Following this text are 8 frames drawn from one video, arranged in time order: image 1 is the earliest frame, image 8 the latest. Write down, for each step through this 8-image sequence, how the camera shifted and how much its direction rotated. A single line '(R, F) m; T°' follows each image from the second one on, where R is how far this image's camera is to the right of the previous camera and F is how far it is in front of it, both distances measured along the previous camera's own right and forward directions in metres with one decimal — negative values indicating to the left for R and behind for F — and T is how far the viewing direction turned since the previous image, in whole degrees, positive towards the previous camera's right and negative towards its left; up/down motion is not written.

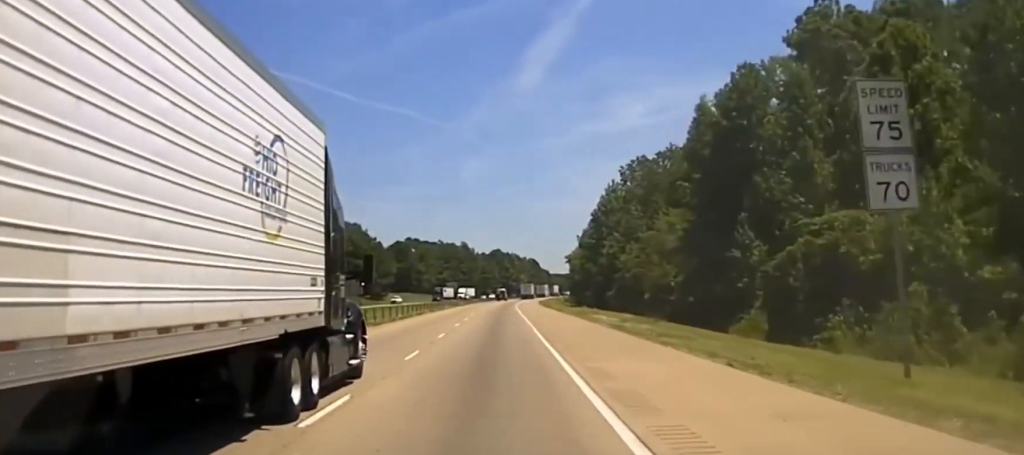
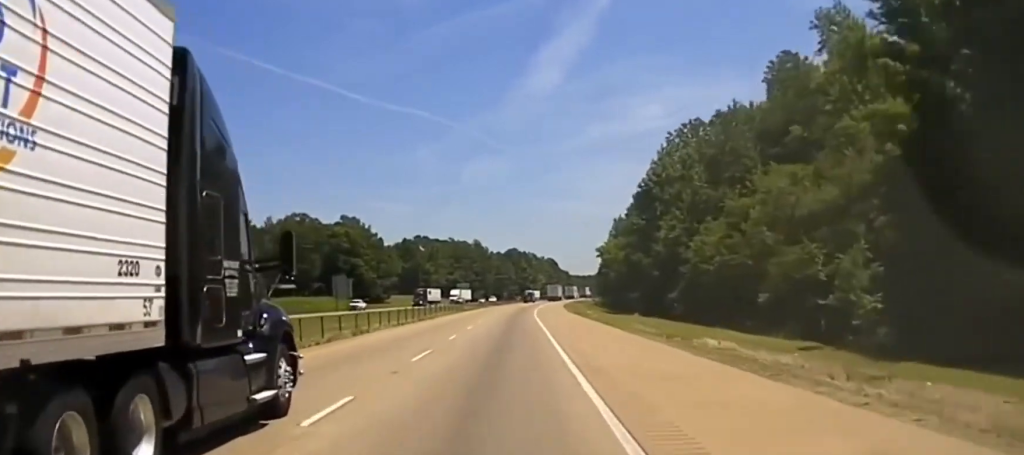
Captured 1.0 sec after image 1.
(-0.4, +28.1) m; -1°
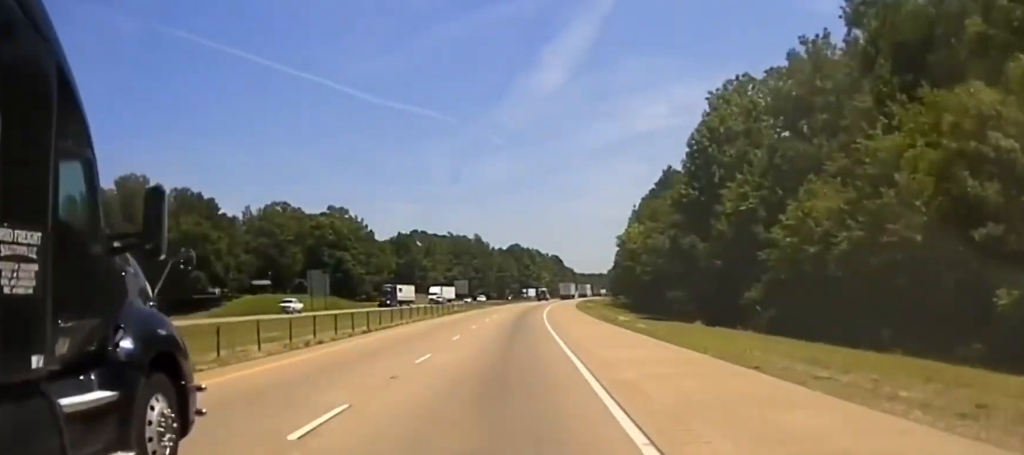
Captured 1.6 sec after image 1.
(-0.1, +22.0) m; 0°
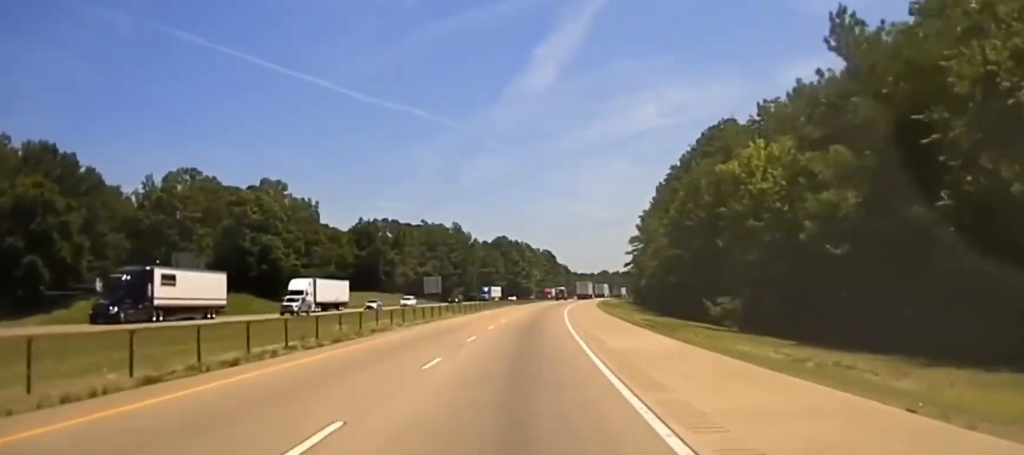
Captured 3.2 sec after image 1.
(+0.5, +68.5) m; +2°
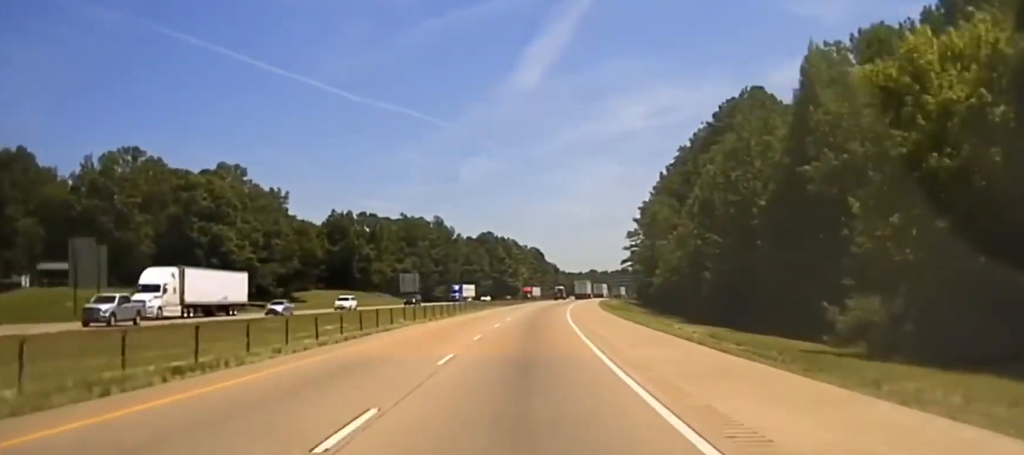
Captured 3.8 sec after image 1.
(+0.3, +27.1) m; +1°
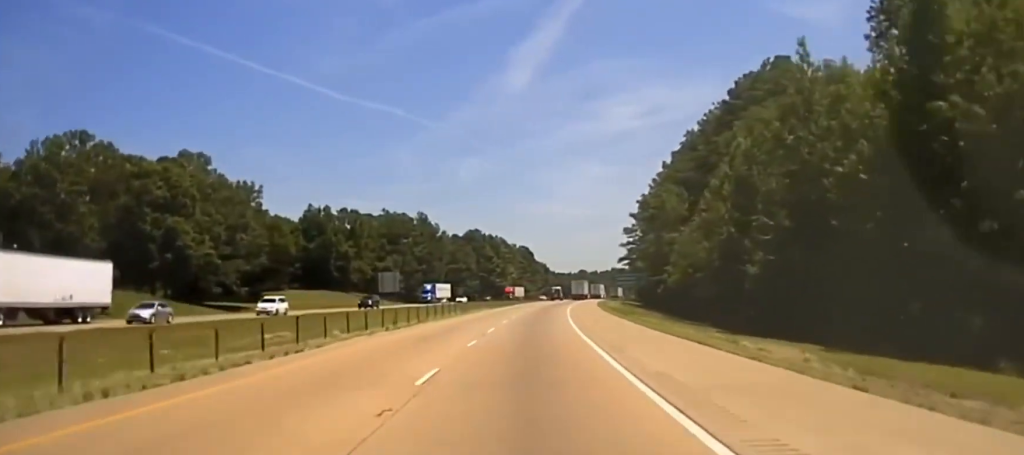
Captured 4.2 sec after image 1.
(+0.2, +20.9) m; +1°
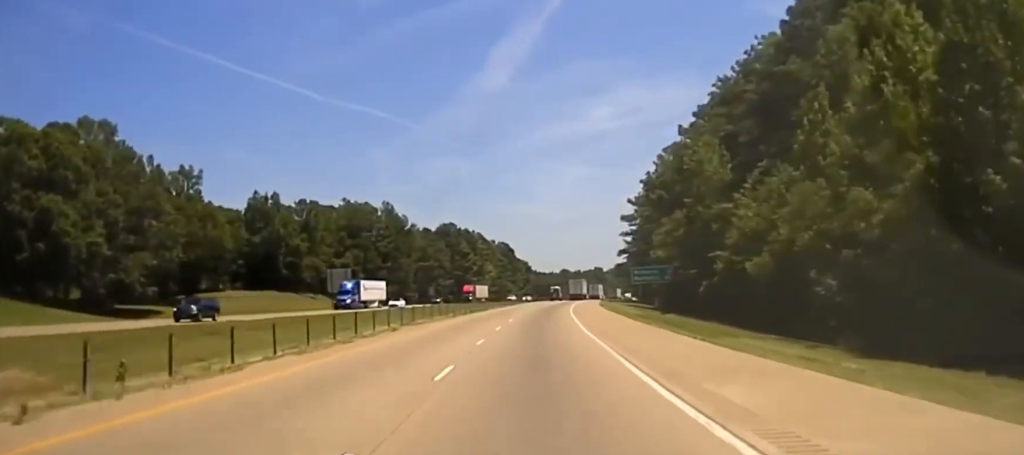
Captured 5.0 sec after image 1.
(+0.4, +39.5) m; +1°
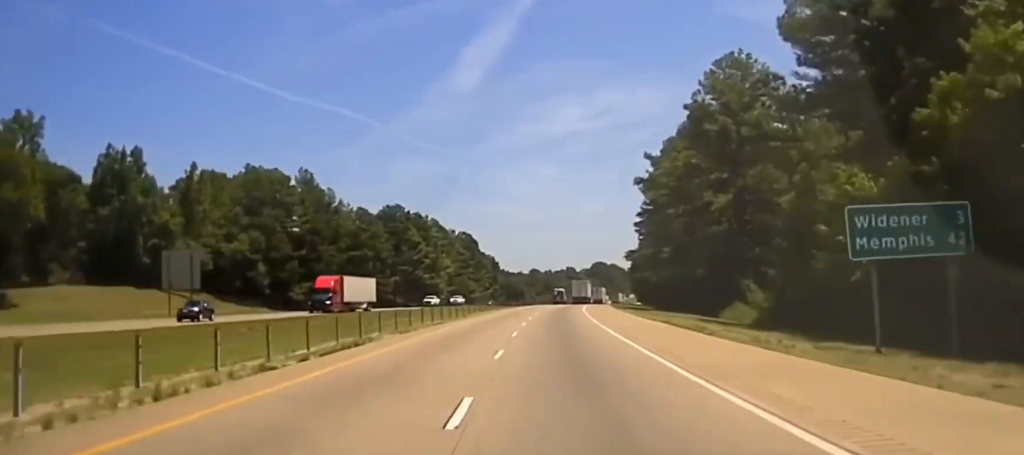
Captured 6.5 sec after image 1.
(+1.2, +60.1) m; +2°
